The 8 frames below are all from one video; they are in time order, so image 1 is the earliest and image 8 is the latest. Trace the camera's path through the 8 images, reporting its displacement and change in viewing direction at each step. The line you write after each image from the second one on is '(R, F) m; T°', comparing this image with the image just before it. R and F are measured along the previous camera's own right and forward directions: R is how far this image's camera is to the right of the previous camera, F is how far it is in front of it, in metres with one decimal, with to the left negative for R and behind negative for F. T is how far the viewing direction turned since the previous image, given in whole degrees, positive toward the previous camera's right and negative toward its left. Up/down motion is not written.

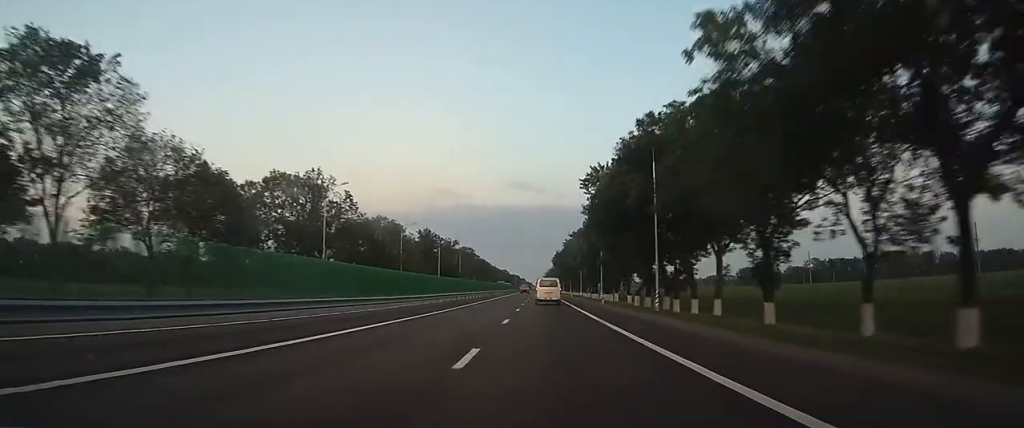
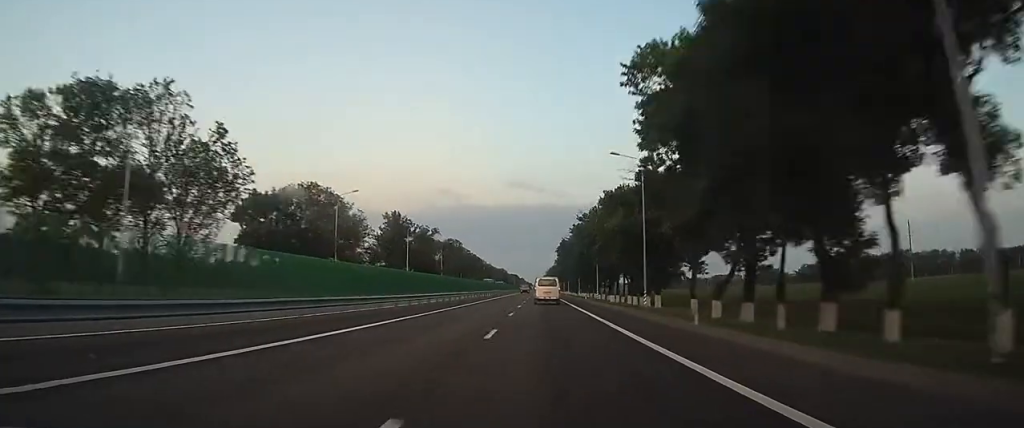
(-0.1, +31.2) m; 0°
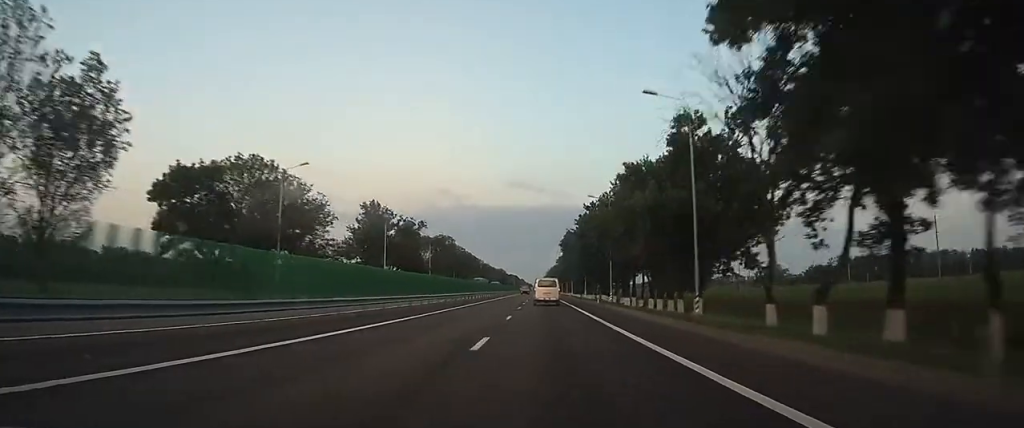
(0.0, +14.7) m; 0°
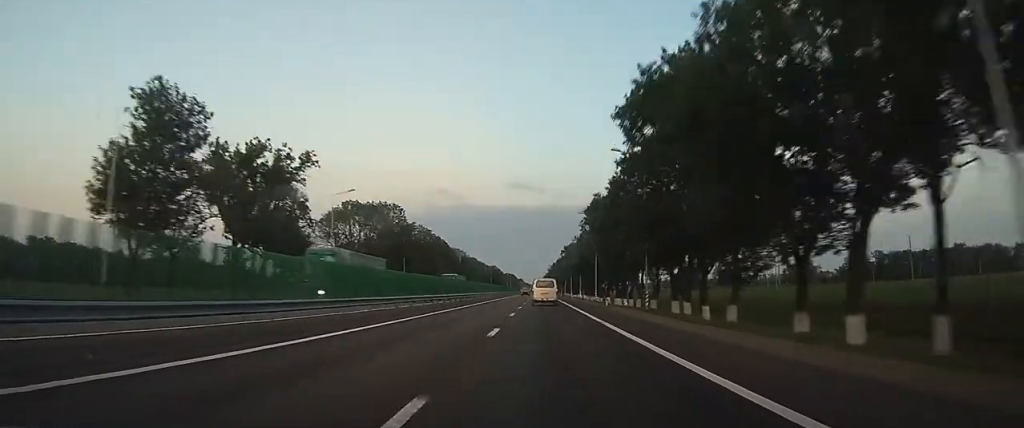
(+0.1, +56.8) m; 0°
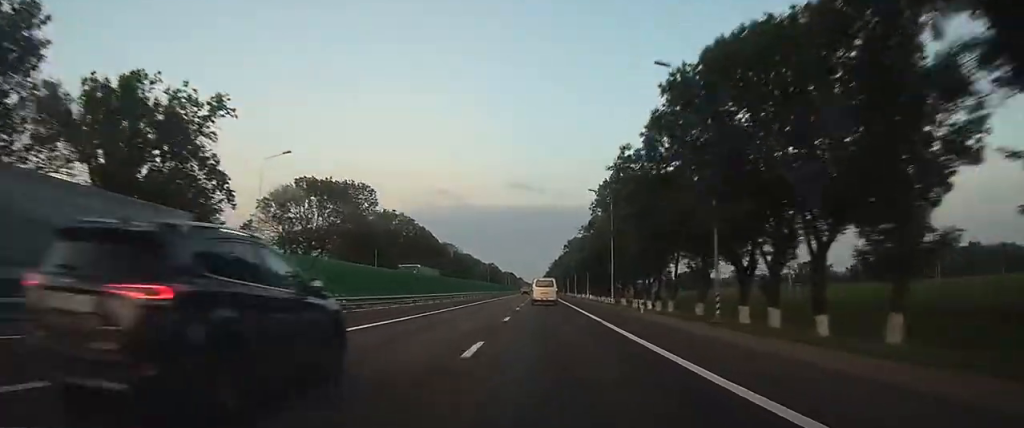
(0.0, +17.1) m; 0°
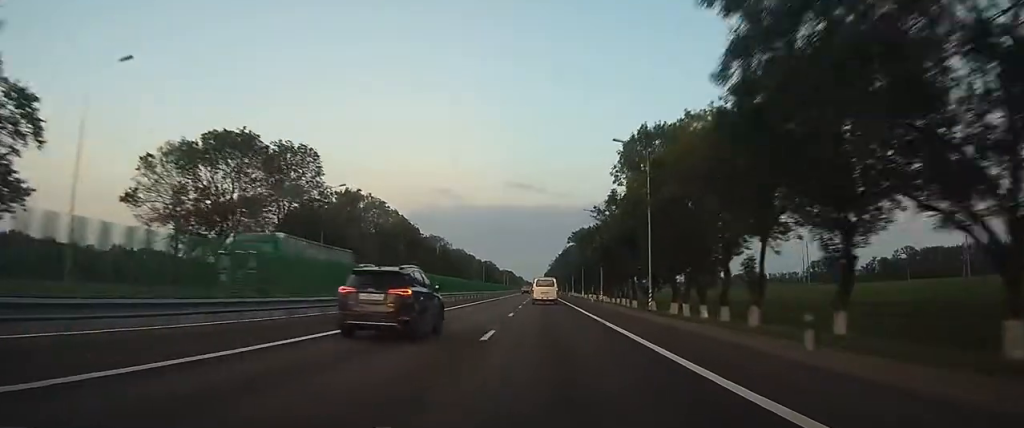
(+0.1, +20.5) m; 0°
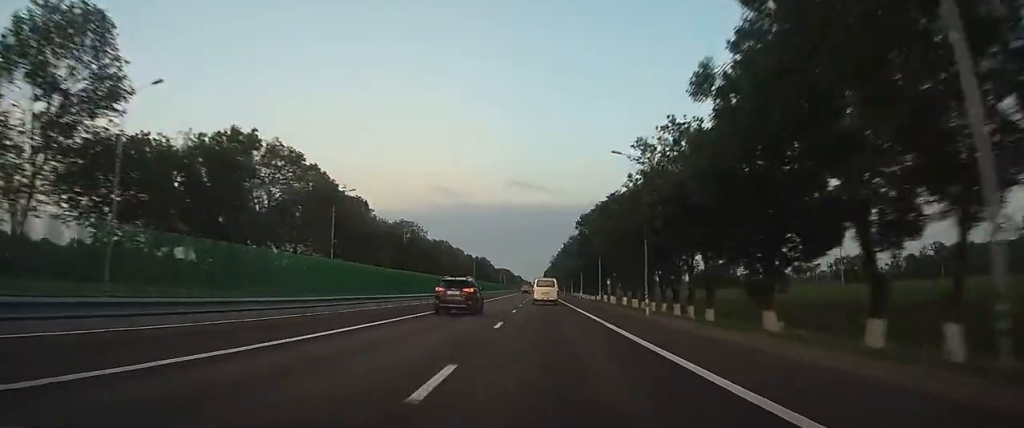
(0.0, +31.6) m; 0°
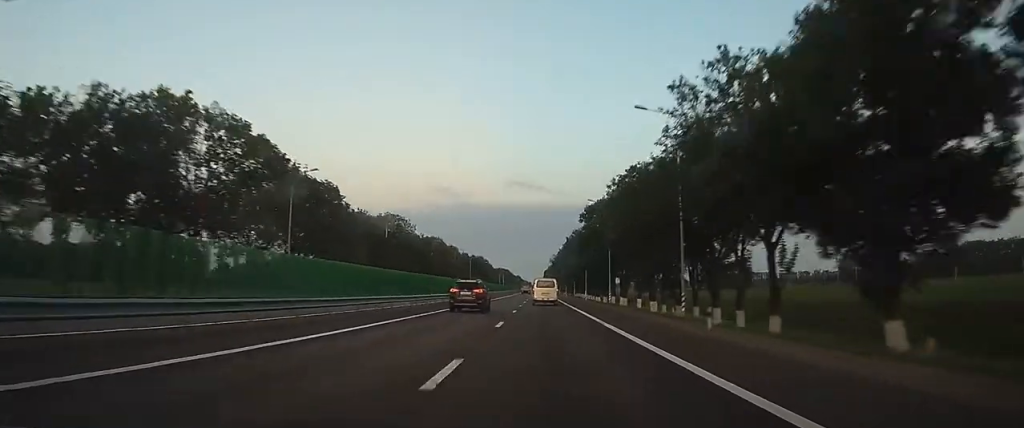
(0.0, +11.1) m; 0°
